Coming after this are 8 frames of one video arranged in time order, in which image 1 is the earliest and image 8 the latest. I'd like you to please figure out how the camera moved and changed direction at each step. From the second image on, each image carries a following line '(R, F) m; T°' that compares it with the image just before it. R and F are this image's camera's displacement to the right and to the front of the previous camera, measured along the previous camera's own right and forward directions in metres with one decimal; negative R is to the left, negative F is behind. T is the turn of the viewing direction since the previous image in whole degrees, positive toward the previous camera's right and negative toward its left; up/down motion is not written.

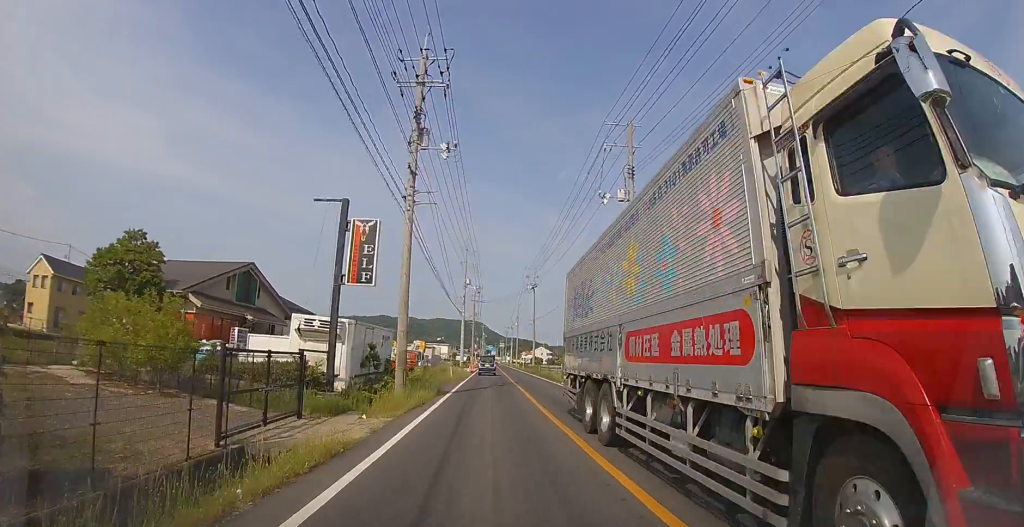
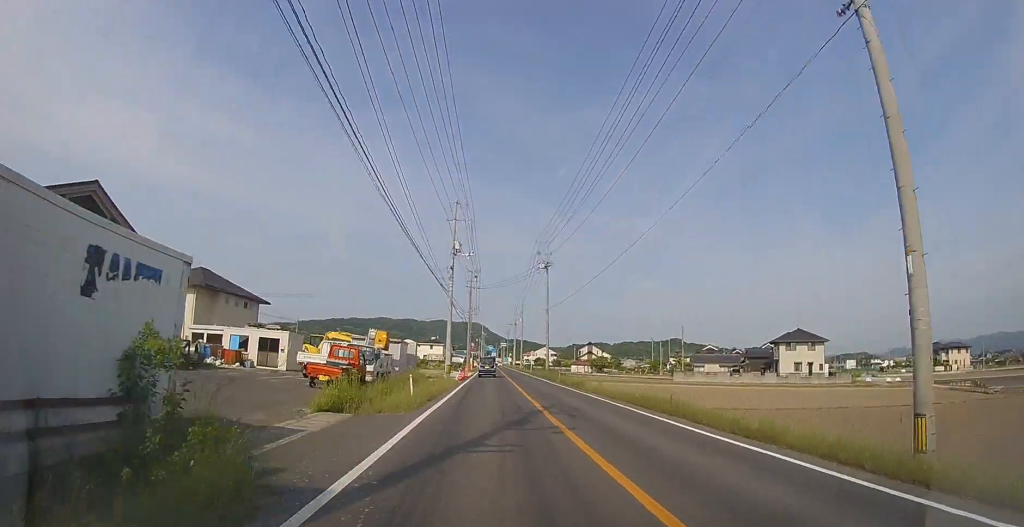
(0.0, +15.4) m; 0°
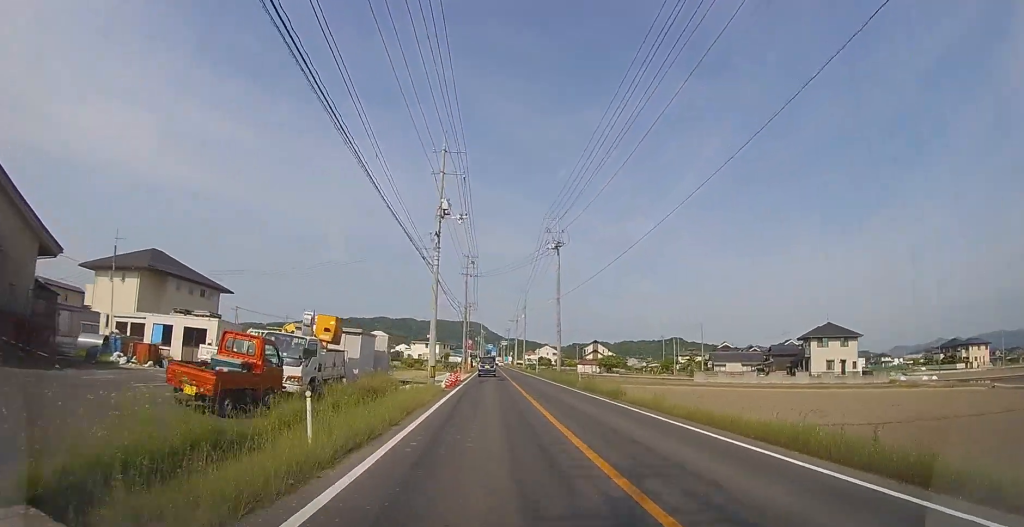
(0.0, +8.9) m; 0°
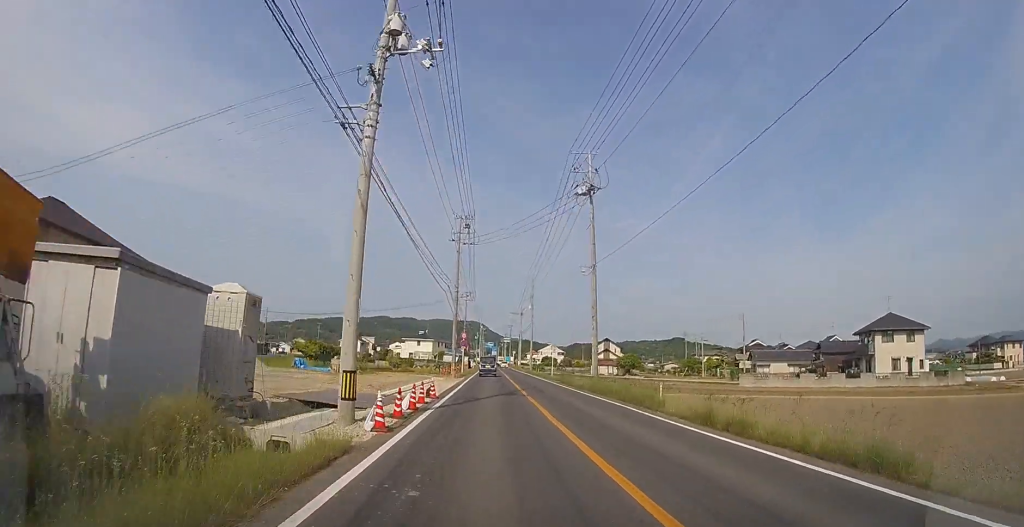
(0.0, +14.1) m; 0°
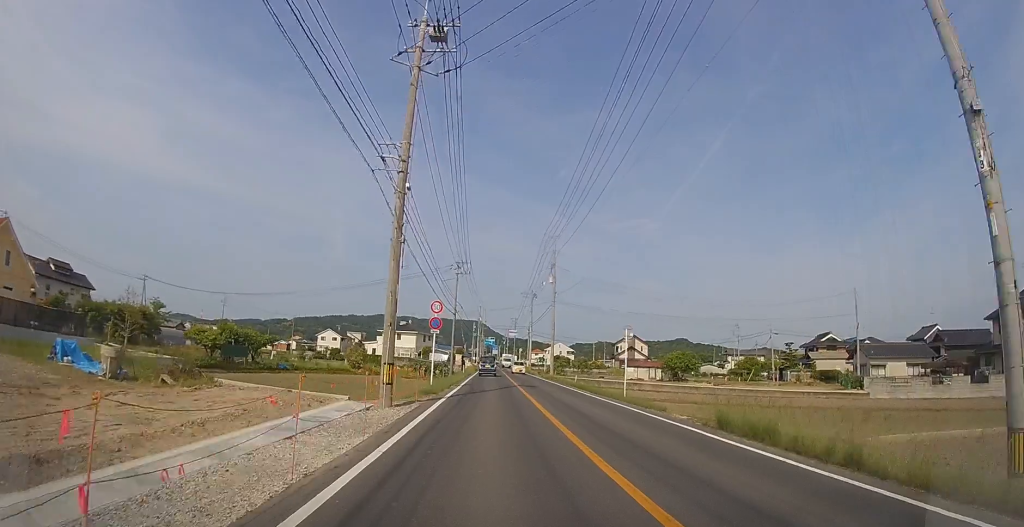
(0.0, +23.5) m; 0°
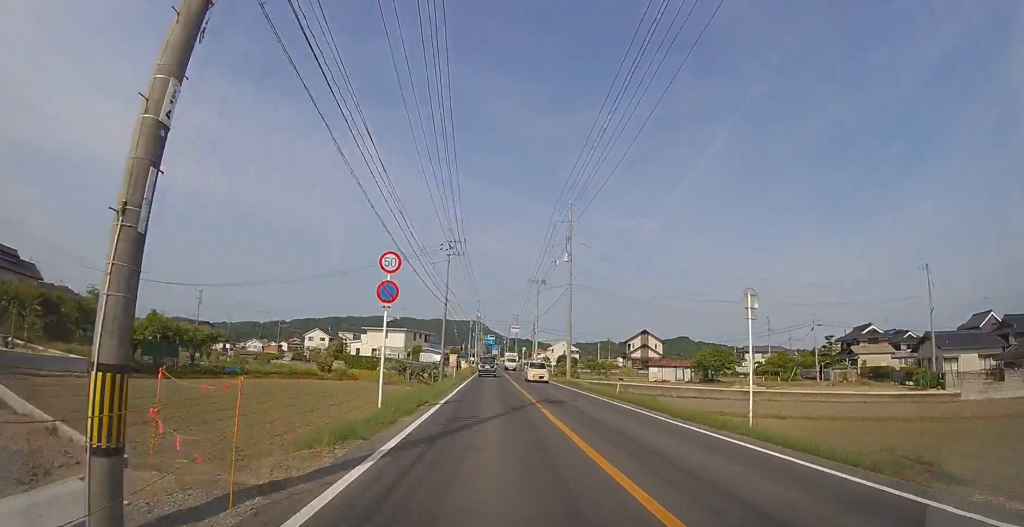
(0.0, +10.6) m; 0°
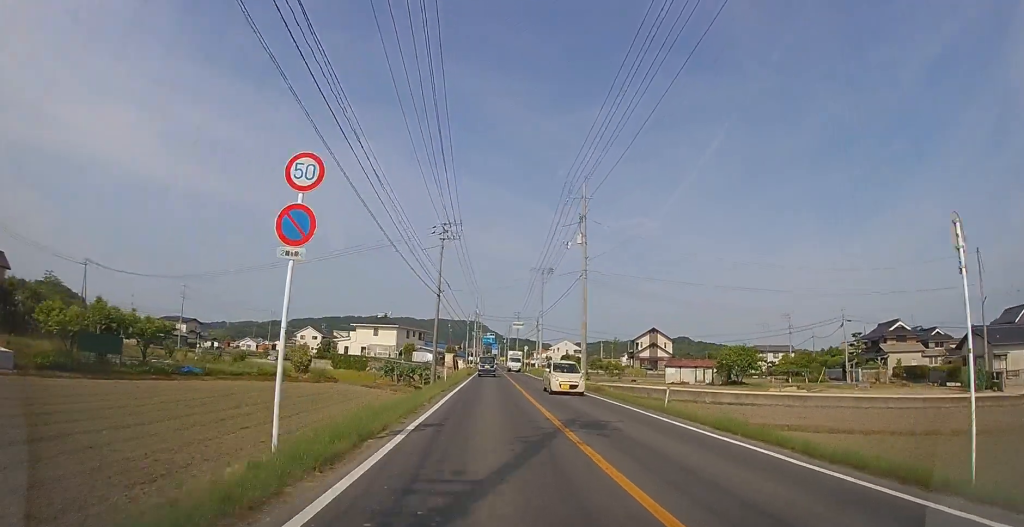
(0.0, +5.9) m; 0°
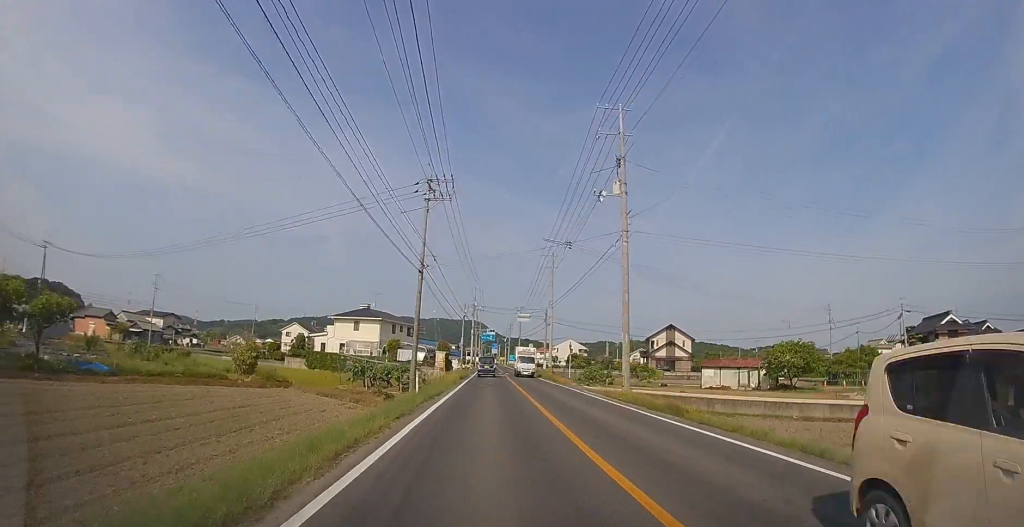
(0.0, +10.0) m; 0°
